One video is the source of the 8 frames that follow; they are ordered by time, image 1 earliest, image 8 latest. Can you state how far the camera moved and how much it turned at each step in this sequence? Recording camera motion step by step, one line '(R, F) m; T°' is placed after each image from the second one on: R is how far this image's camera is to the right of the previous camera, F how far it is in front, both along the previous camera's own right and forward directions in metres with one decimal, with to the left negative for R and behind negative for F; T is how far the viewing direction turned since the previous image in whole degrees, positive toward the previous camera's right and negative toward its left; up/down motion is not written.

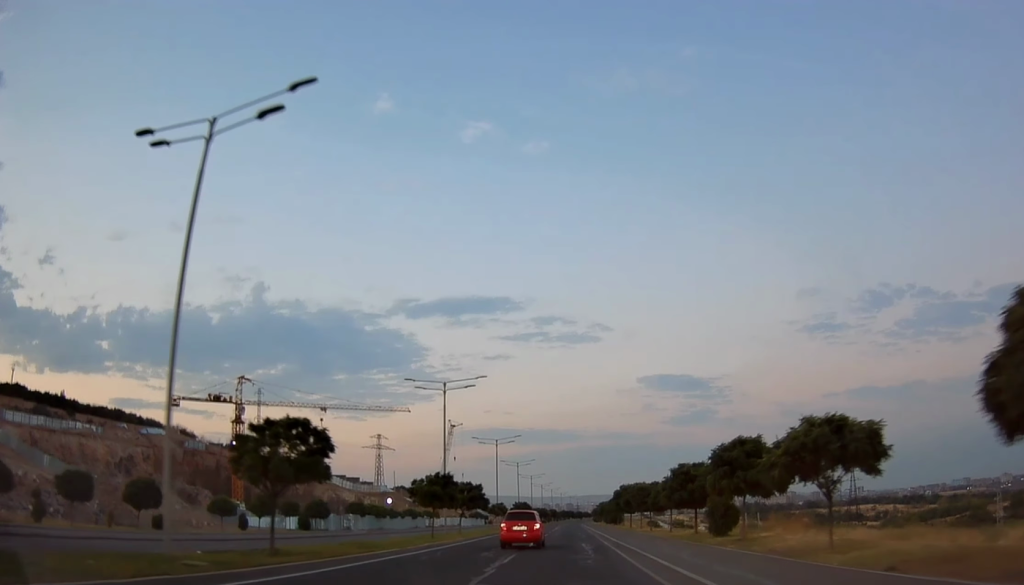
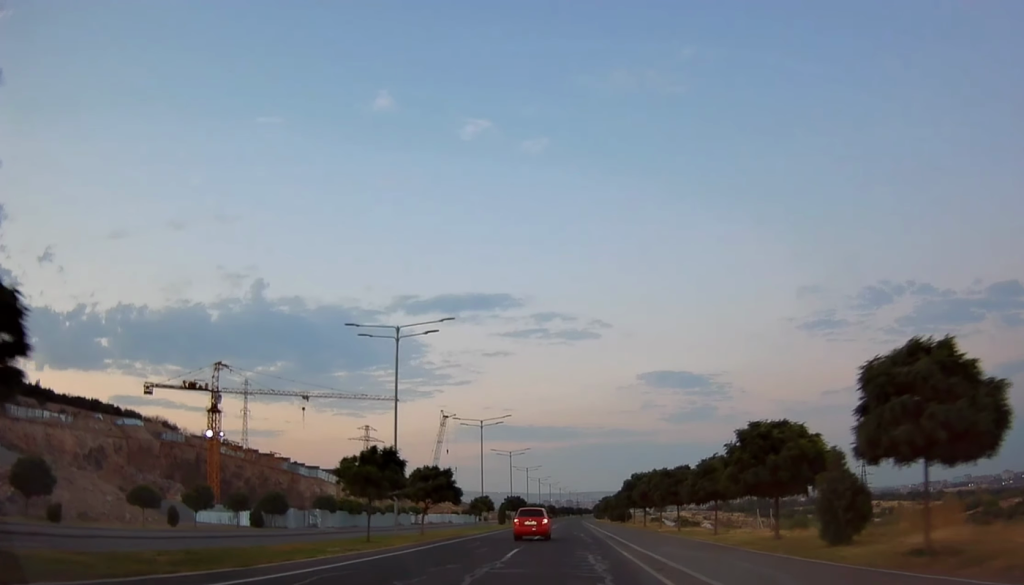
(+0.2, +12.0) m; +1°
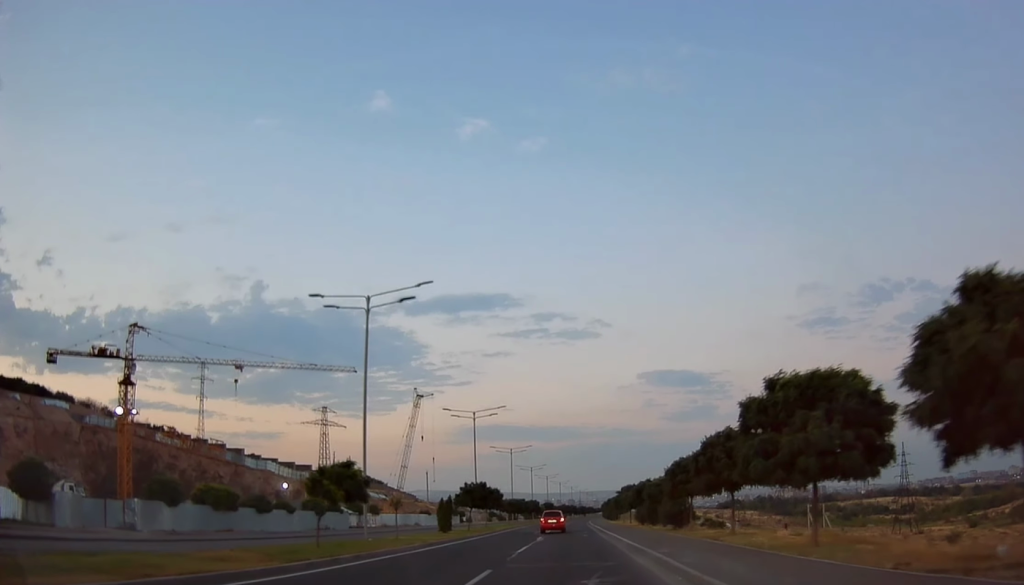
(0.0, +35.8) m; 0°
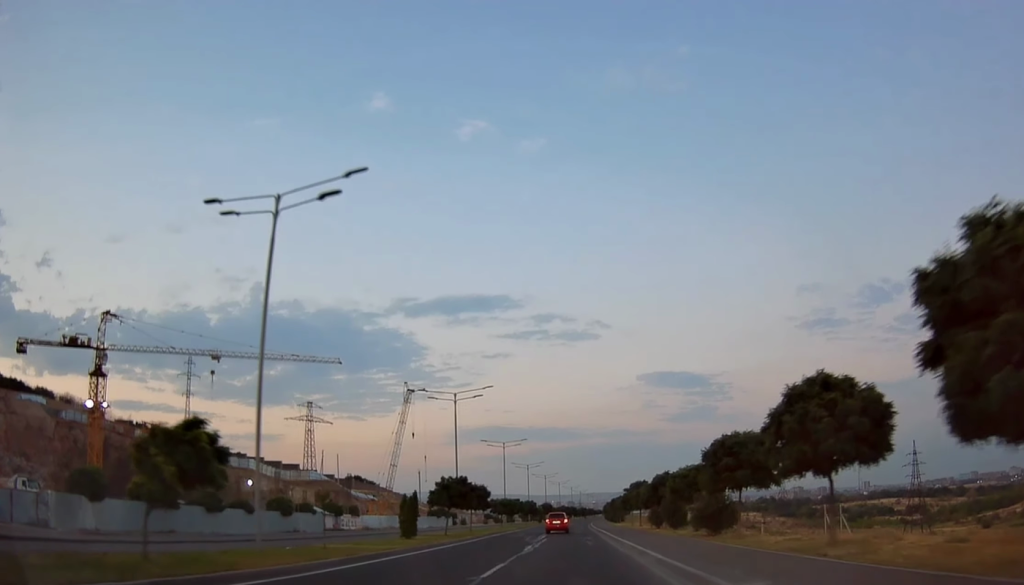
(0.0, +9.3) m; 0°
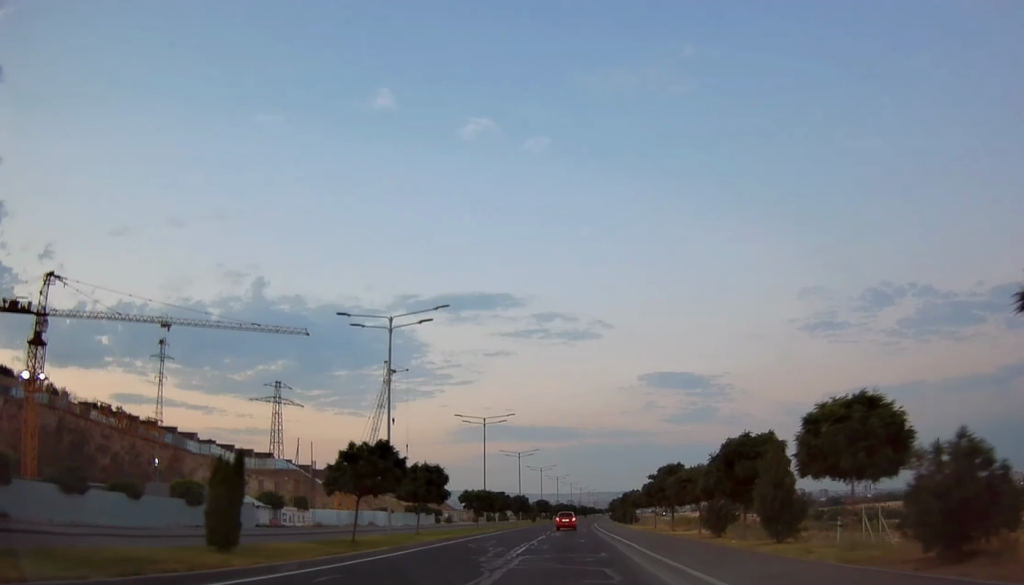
(0.0, +17.4) m; 0°
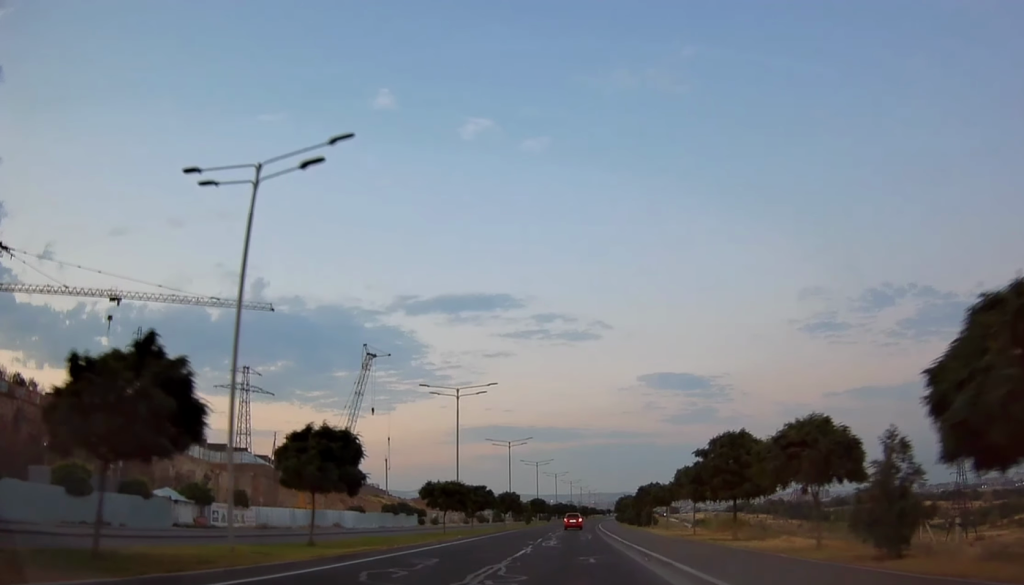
(0.0, +14.2) m; 0°
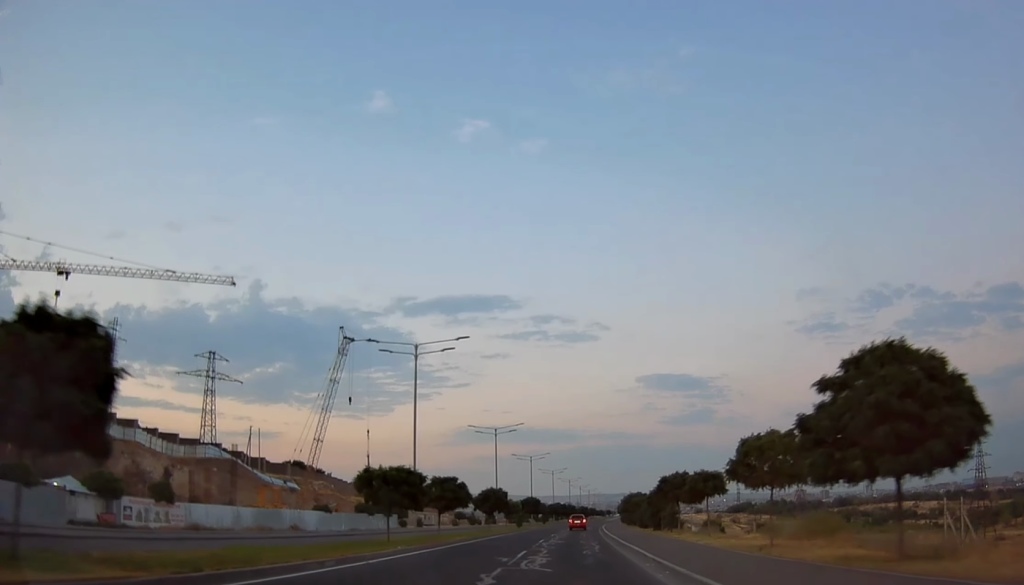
(+0.1, +12.1) m; -1°
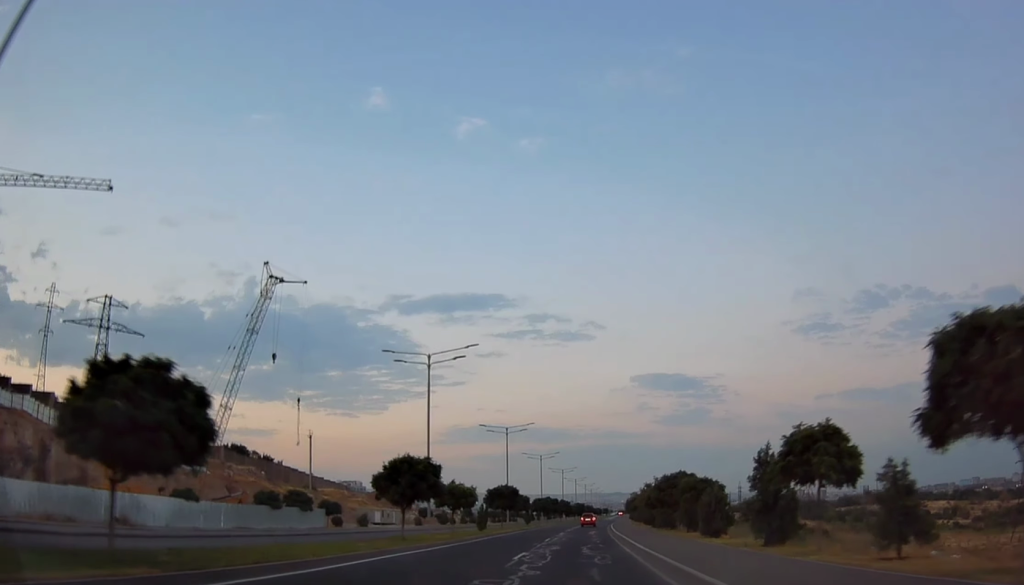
(+0.1, +28.4) m; +2°
